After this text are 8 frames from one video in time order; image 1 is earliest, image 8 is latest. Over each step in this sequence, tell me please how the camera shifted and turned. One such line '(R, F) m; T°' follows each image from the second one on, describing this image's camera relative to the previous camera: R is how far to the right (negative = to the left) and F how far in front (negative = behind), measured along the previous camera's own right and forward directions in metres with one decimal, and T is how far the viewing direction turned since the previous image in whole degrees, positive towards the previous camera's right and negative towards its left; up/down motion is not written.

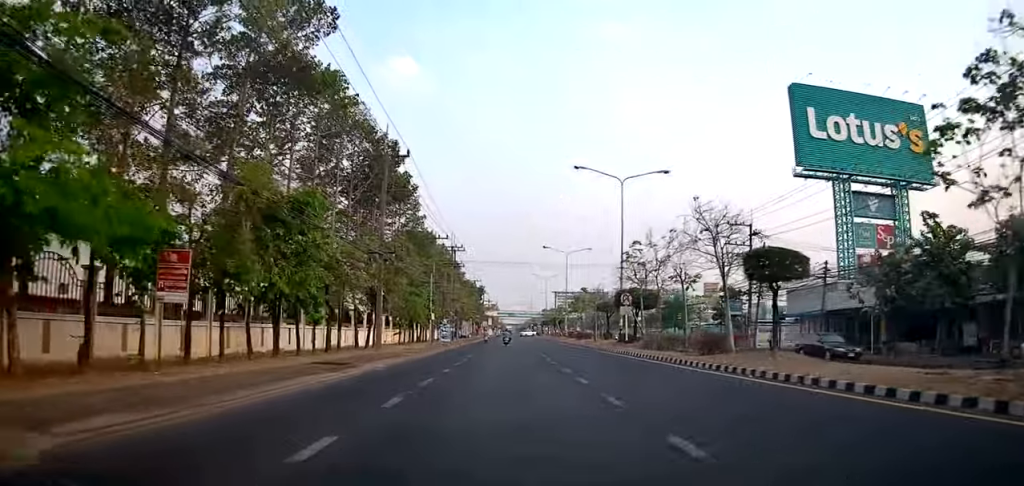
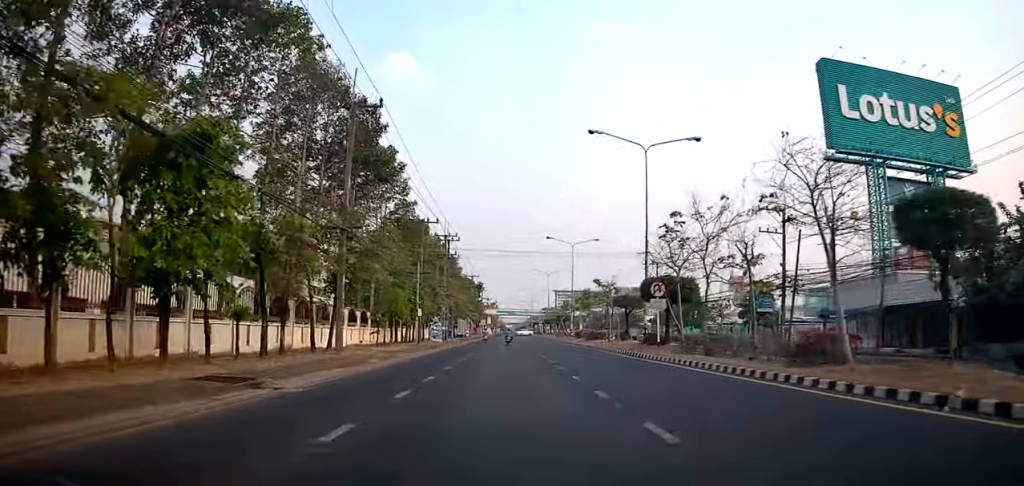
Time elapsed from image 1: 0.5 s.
(-0.2, +7.3) m; 0°
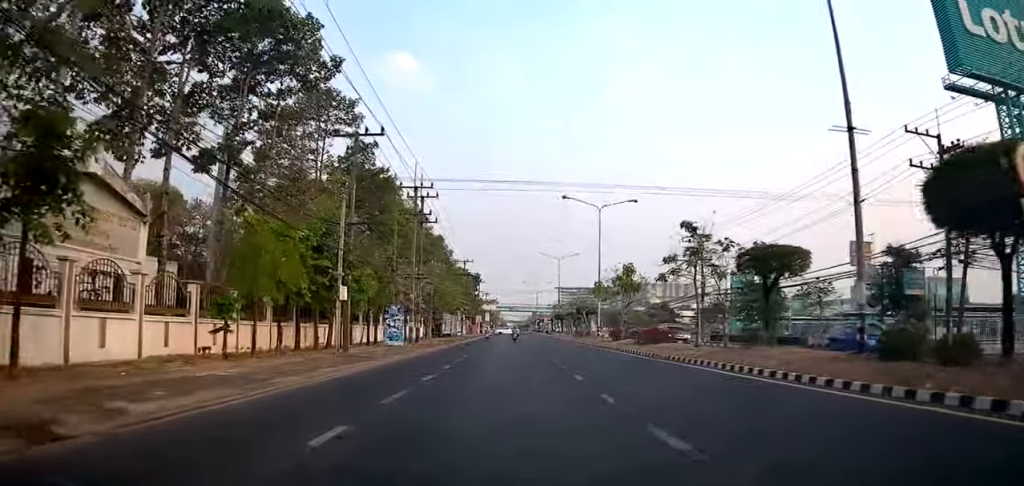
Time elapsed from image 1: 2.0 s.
(+0.2, +20.6) m; -1°
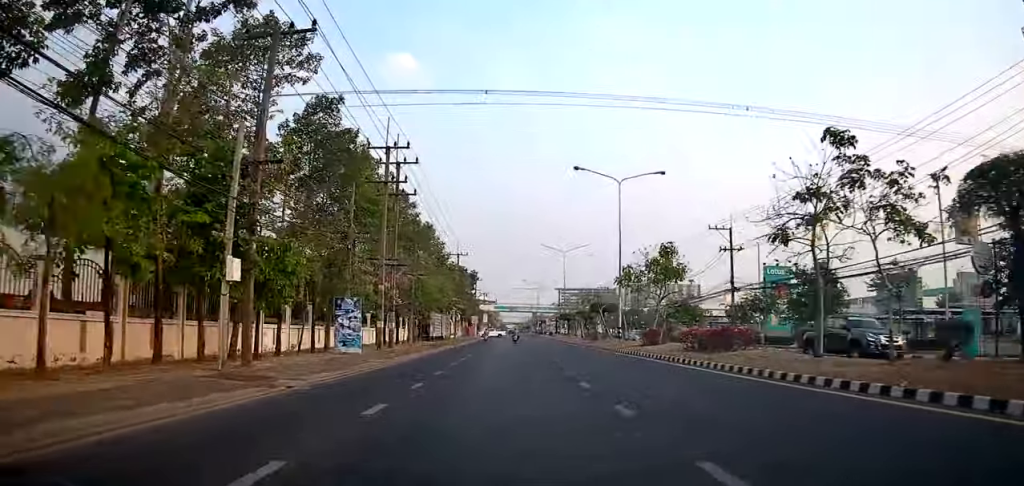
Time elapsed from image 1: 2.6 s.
(-0.2, +9.7) m; 0°
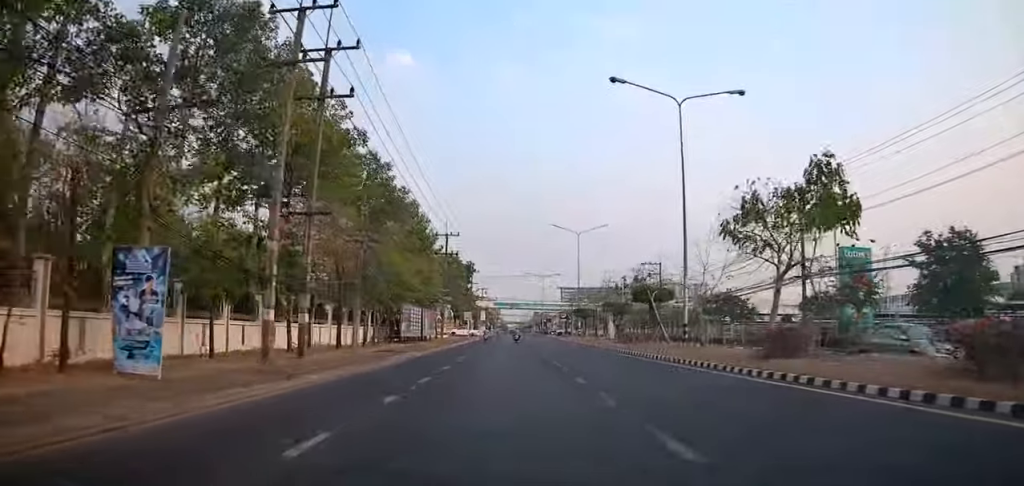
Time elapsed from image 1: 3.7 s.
(+0.3, +15.0) m; +2°
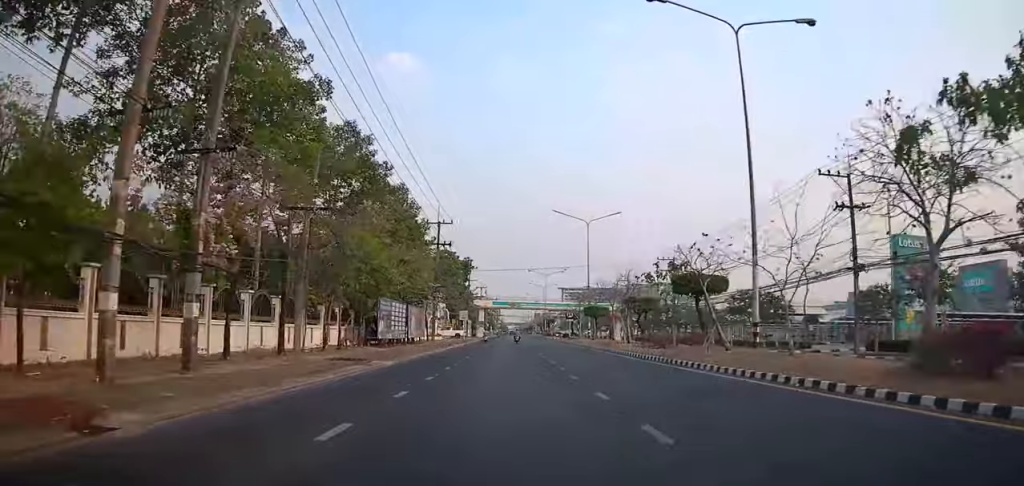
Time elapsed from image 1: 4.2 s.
(-0.1, +7.4) m; +1°
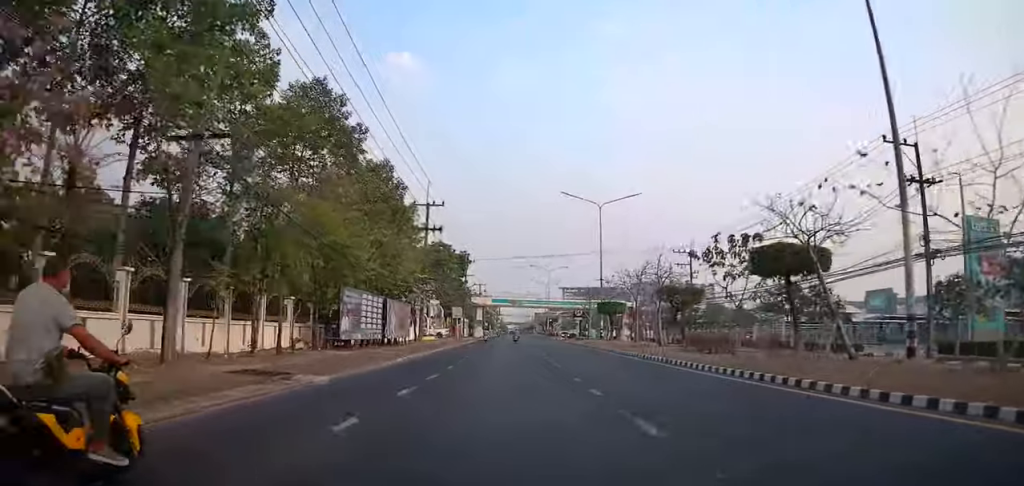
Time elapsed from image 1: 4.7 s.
(+0.1, +7.5) m; 0°
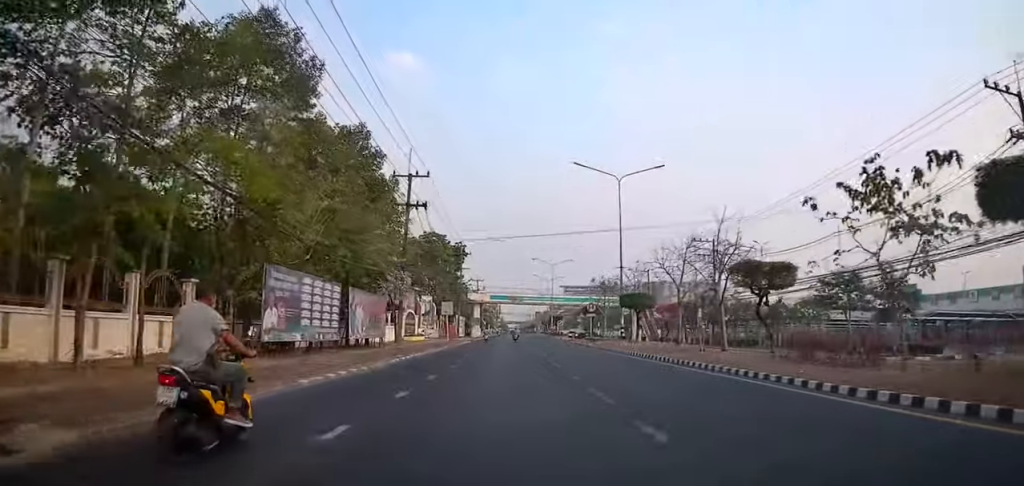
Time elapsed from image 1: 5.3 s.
(+0.4, +8.9) m; -1°
